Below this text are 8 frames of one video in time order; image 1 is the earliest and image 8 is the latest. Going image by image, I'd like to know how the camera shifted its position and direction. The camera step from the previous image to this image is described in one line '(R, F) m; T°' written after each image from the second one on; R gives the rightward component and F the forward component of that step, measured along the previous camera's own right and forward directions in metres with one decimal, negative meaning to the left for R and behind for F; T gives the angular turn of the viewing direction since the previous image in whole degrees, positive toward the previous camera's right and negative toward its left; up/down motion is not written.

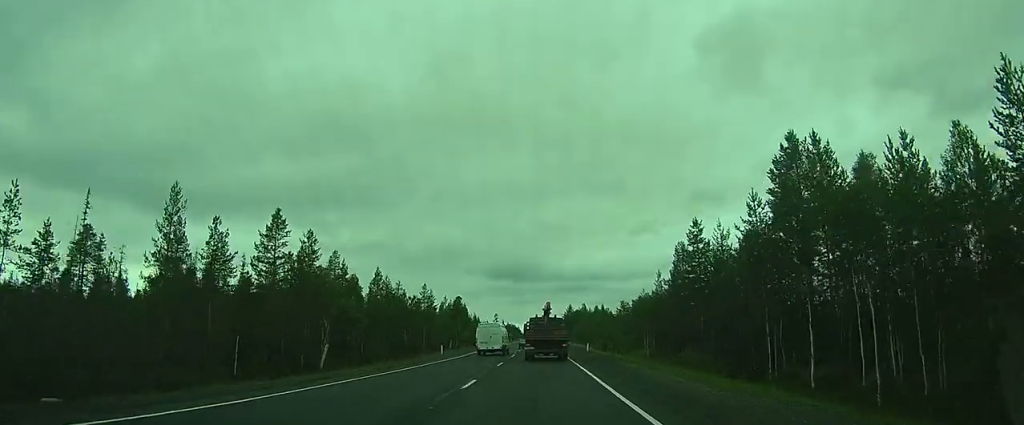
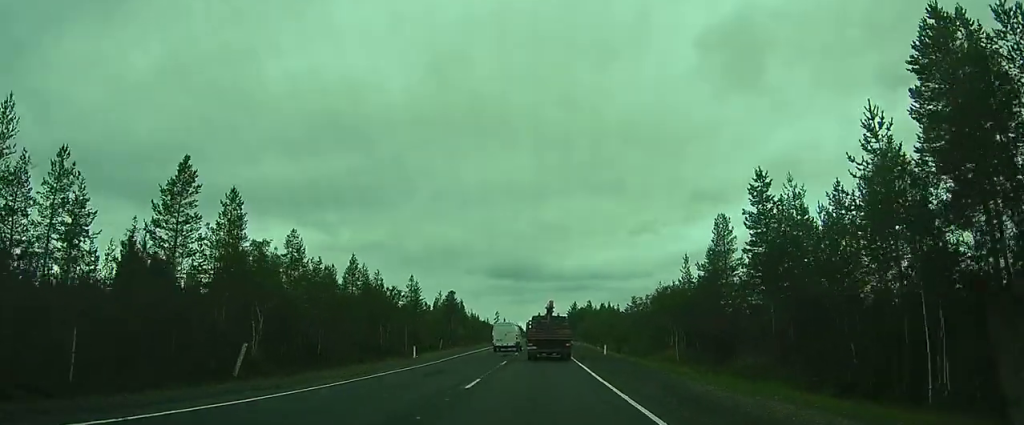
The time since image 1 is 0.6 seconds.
(-0.1, +11.1) m; 0°
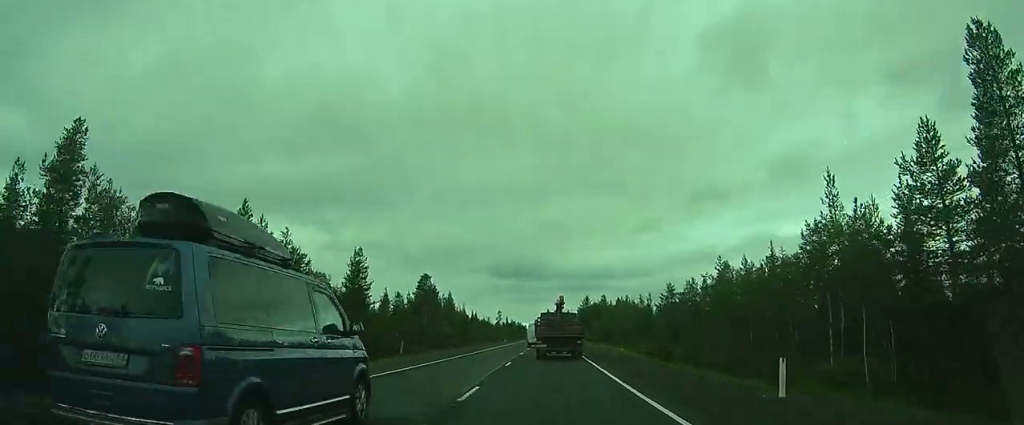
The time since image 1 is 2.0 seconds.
(+0.1, +25.8) m; 0°
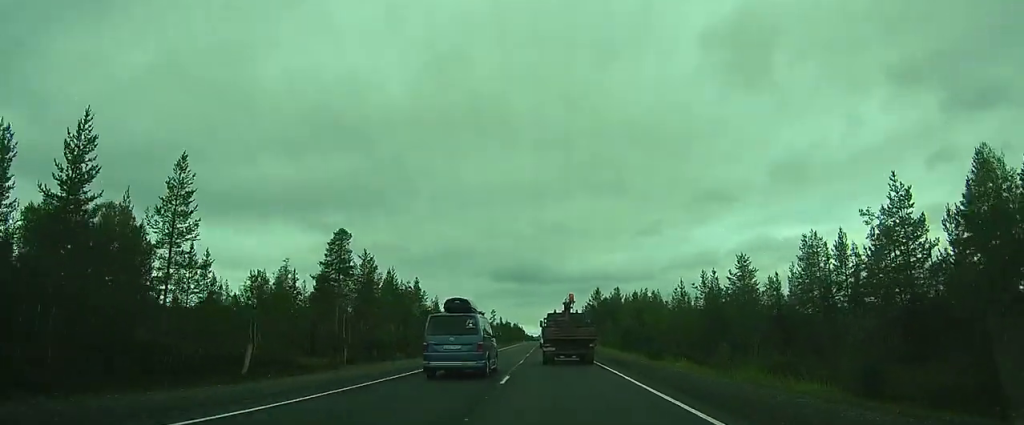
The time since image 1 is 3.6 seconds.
(+0.3, +29.9) m; +1°
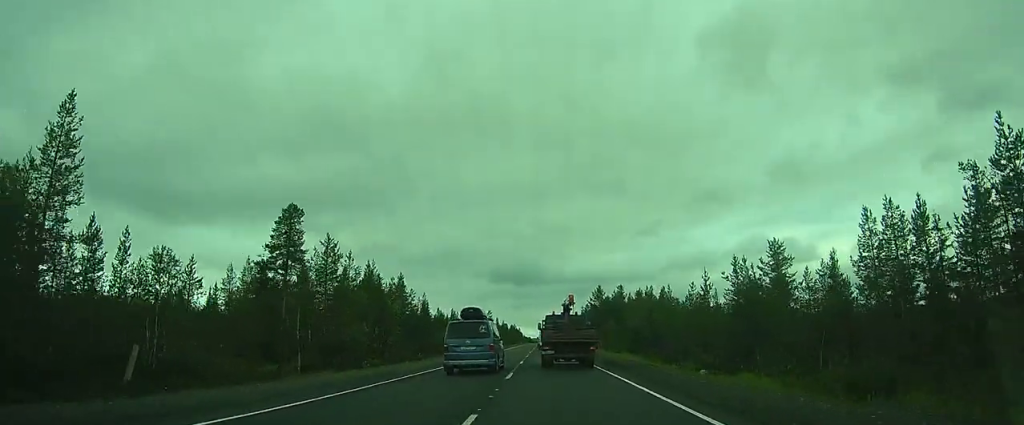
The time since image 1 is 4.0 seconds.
(+0.3, +8.2) m; 0°
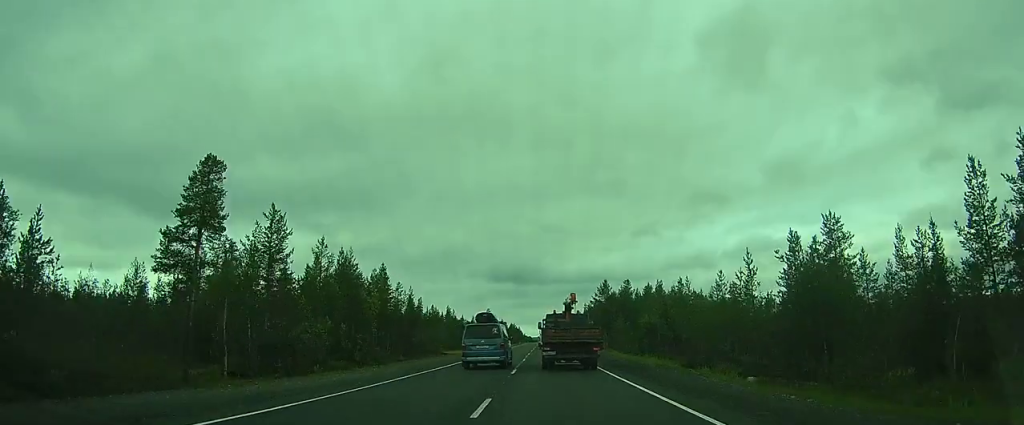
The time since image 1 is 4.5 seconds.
(0.0, +8.9) m; -1°
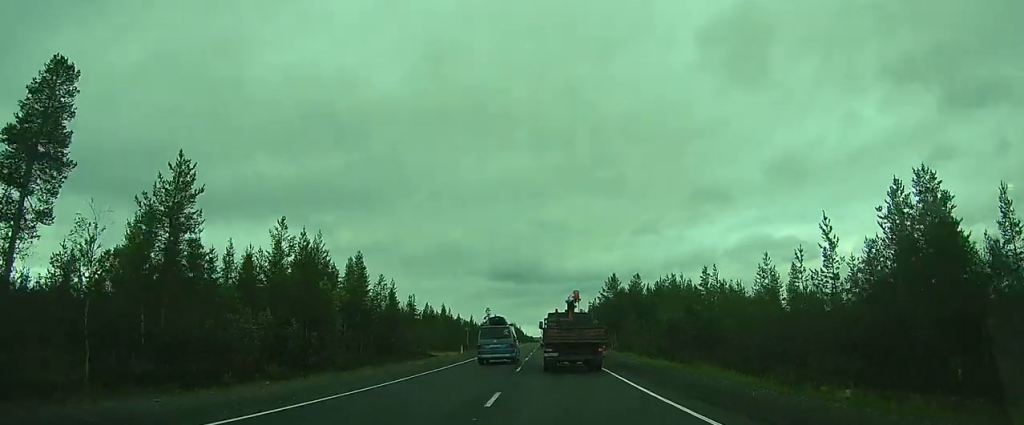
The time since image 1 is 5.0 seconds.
(-0.3, +9.6) m; -1°
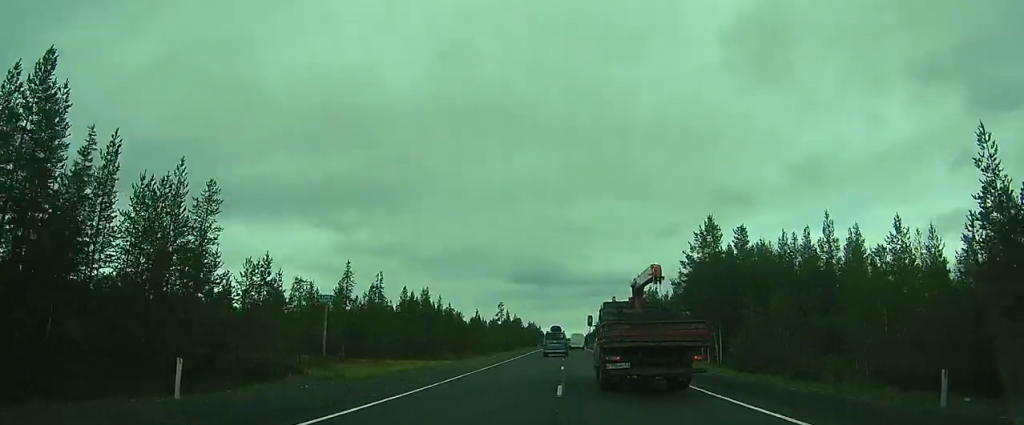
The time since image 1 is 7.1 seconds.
(-0.4, +42.9) m; -1°
